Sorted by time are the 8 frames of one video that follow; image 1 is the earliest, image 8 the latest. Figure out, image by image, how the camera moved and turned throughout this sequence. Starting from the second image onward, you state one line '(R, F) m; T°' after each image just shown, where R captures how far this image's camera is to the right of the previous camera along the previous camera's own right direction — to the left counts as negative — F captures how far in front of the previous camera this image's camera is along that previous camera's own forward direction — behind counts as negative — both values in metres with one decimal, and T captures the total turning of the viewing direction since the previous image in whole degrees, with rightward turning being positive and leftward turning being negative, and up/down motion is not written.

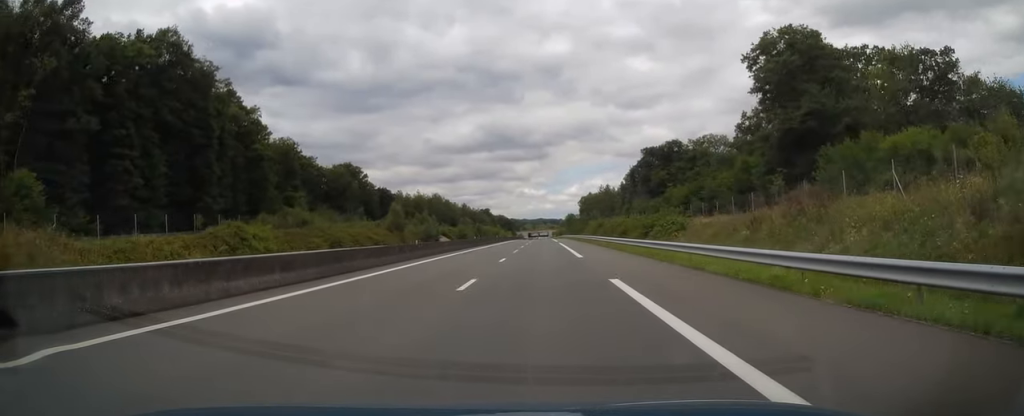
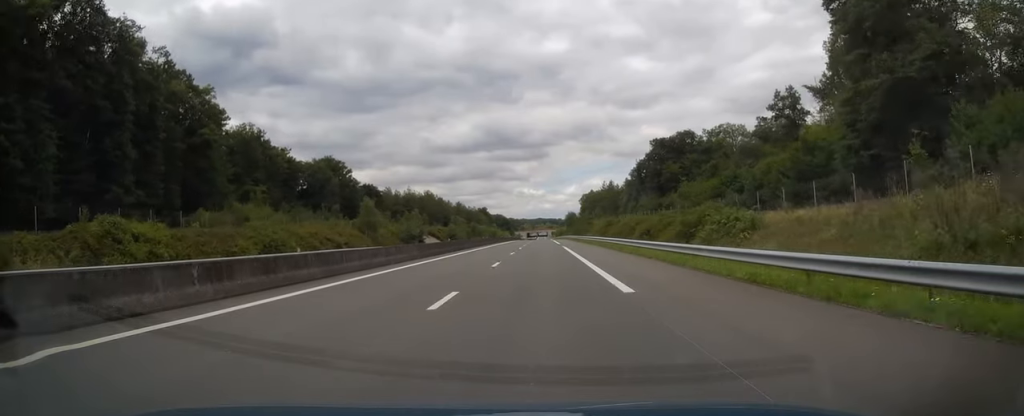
(+0.1, +16.2) m; 0°
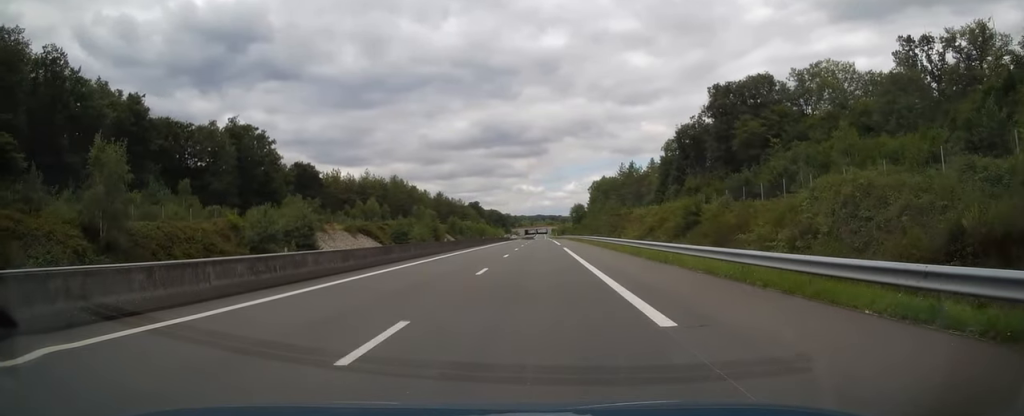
(0.0, +56.0) m; 0°
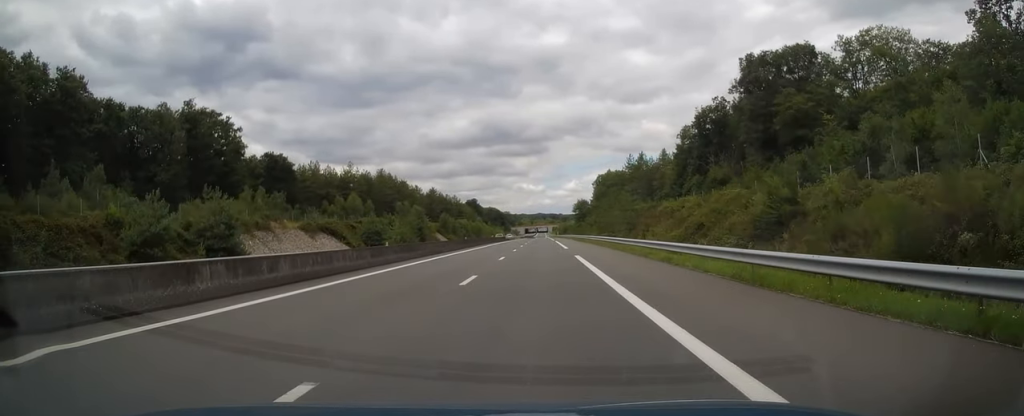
(0.0, +16.7) m; 0°
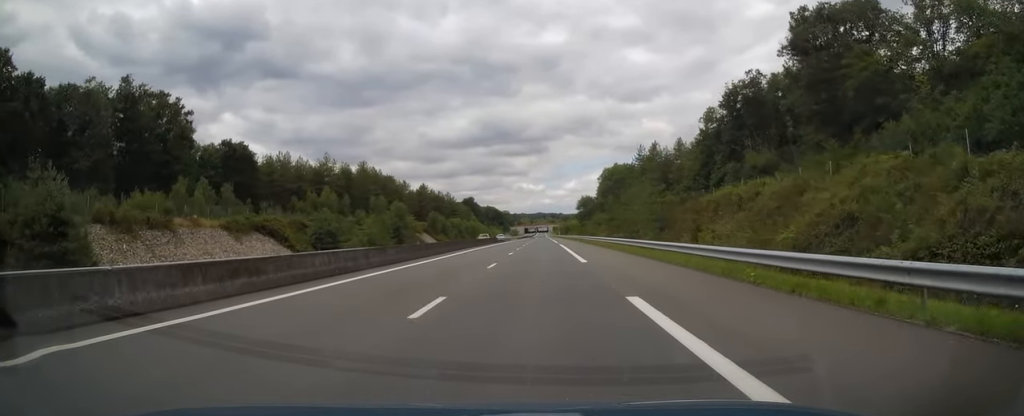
(0.0, +18.7) m; 0°
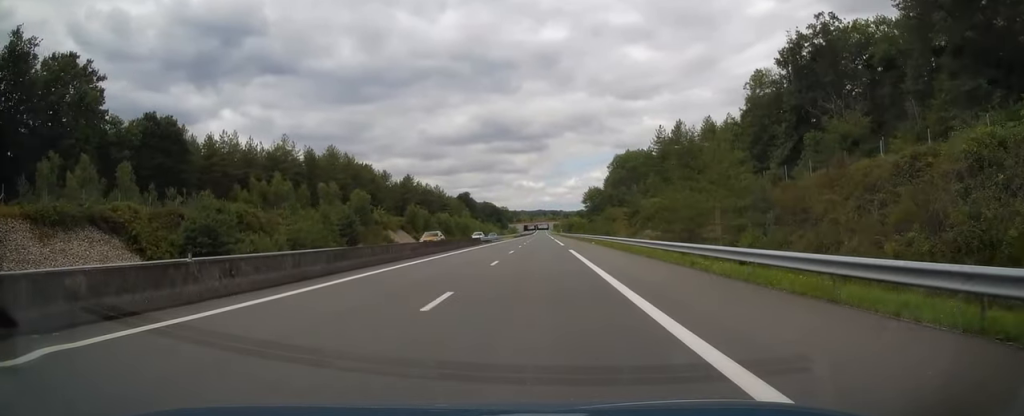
(0.0, +25.1) m; 0°
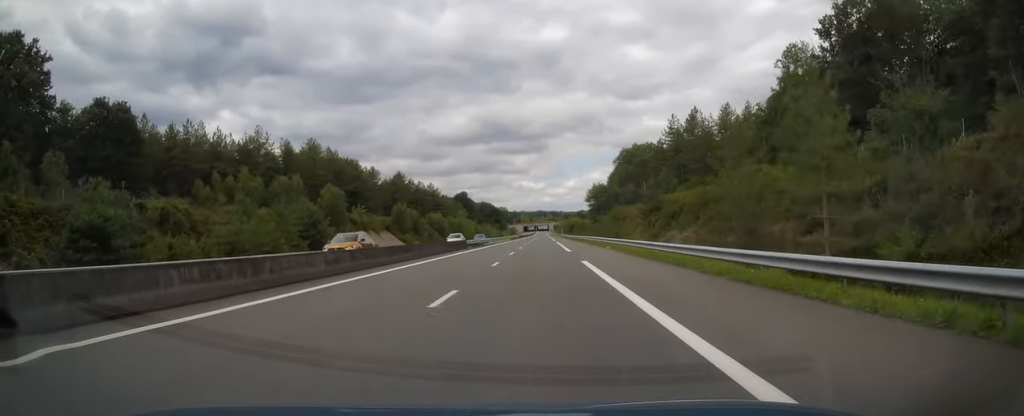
(0.0, +12.3) m; 0°
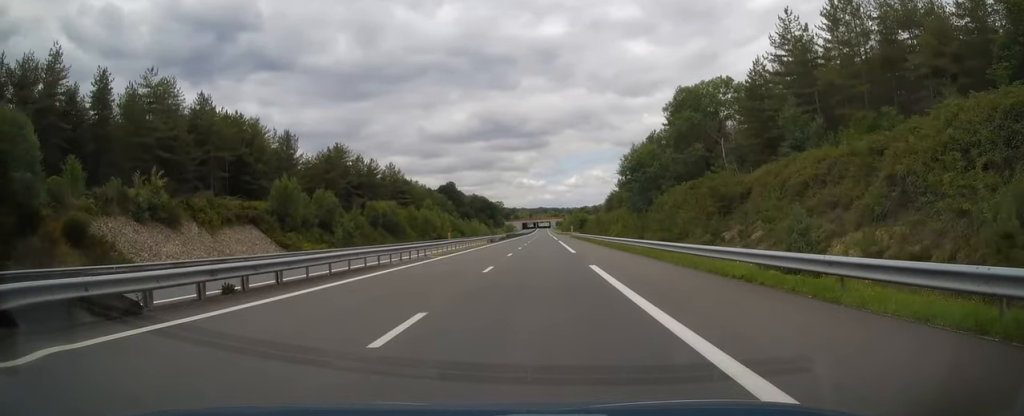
(0.0, +55.5) m; 0°
